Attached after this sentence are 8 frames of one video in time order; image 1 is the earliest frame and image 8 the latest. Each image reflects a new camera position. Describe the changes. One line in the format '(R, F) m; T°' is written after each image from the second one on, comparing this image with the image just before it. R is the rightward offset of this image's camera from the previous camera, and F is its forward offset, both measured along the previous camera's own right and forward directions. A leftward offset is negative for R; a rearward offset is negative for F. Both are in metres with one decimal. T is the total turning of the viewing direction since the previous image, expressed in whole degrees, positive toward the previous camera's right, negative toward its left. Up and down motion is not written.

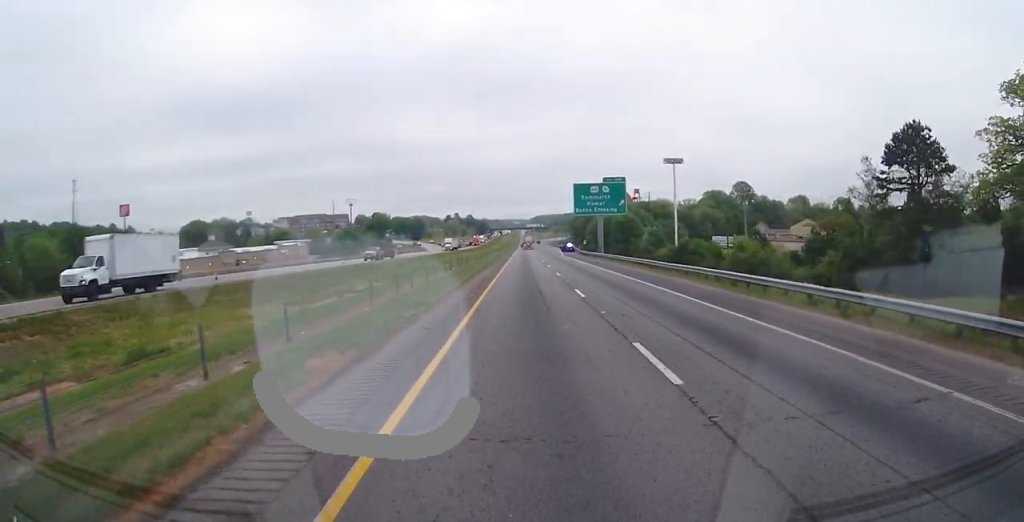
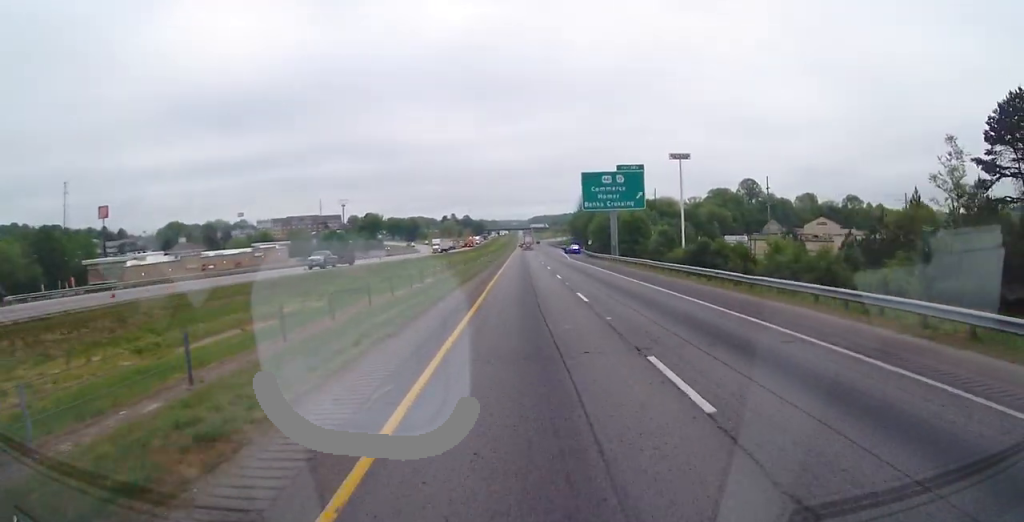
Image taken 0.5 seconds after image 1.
(+0.1, +13.9) m; 0°
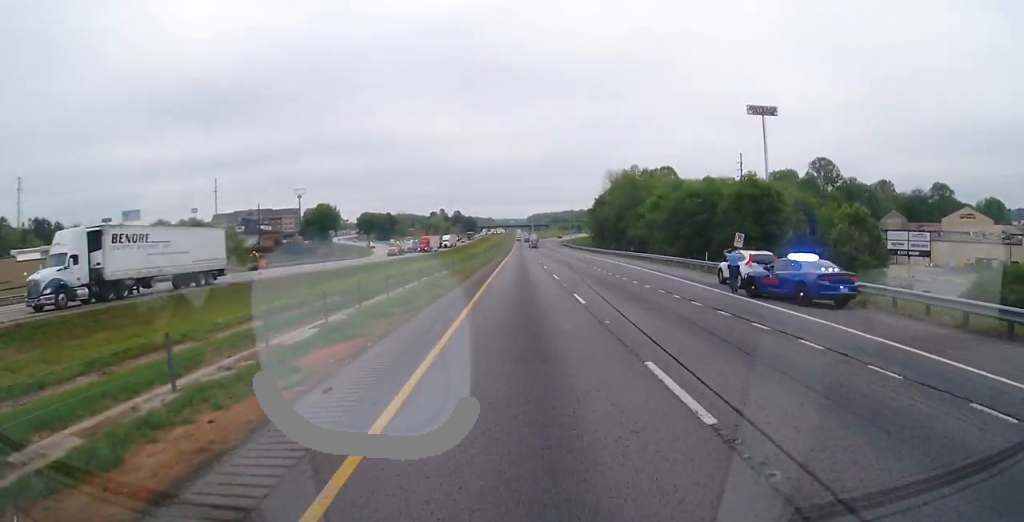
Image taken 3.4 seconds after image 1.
(+0.3, +85.4) m; 0°
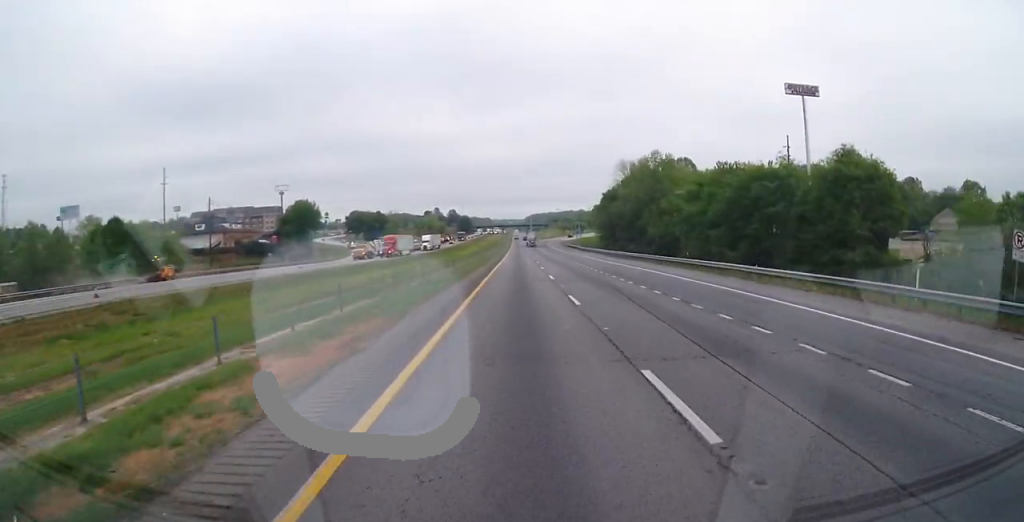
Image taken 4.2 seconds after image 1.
(-0.3, +25.2) m; 0°
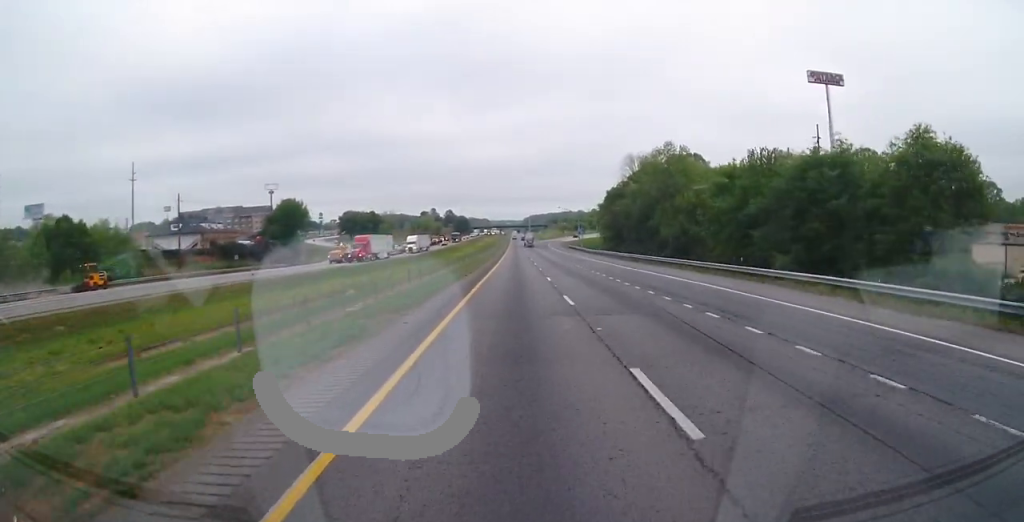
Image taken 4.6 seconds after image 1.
(-0.2, +12.3) m; 0°
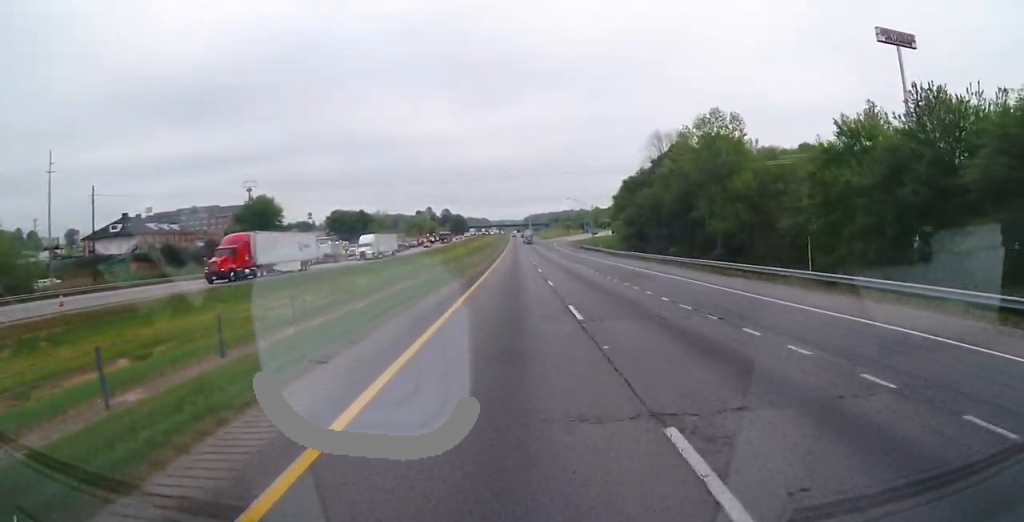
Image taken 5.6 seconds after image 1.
(+0.4, +27.7) m; +1°
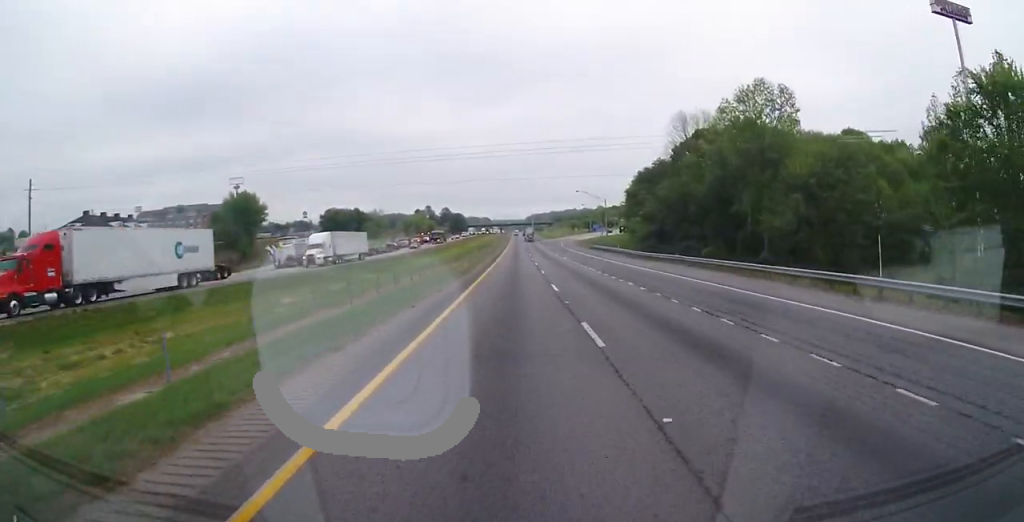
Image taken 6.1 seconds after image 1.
(0.0, +15.8) m; 0°
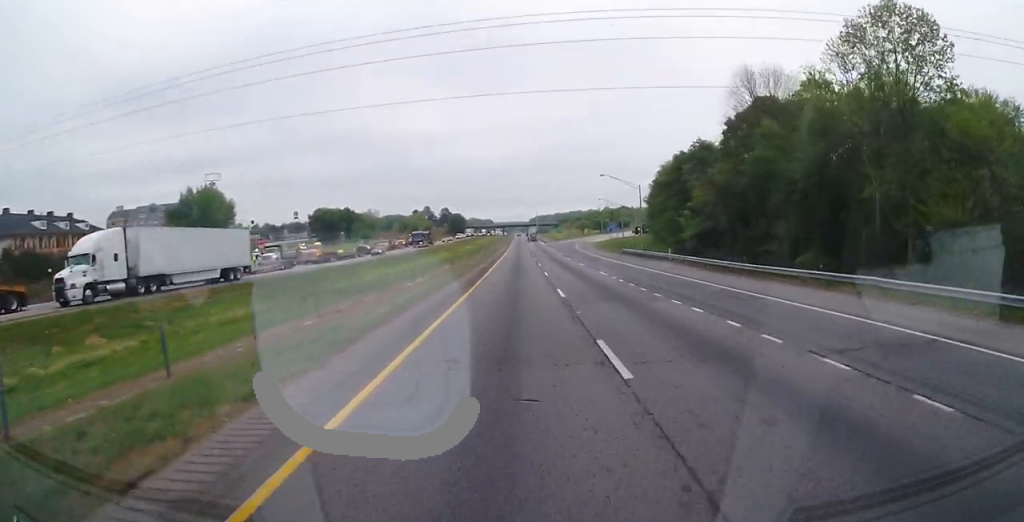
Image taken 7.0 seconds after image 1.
(-0.1, +26.7) m; 0°
